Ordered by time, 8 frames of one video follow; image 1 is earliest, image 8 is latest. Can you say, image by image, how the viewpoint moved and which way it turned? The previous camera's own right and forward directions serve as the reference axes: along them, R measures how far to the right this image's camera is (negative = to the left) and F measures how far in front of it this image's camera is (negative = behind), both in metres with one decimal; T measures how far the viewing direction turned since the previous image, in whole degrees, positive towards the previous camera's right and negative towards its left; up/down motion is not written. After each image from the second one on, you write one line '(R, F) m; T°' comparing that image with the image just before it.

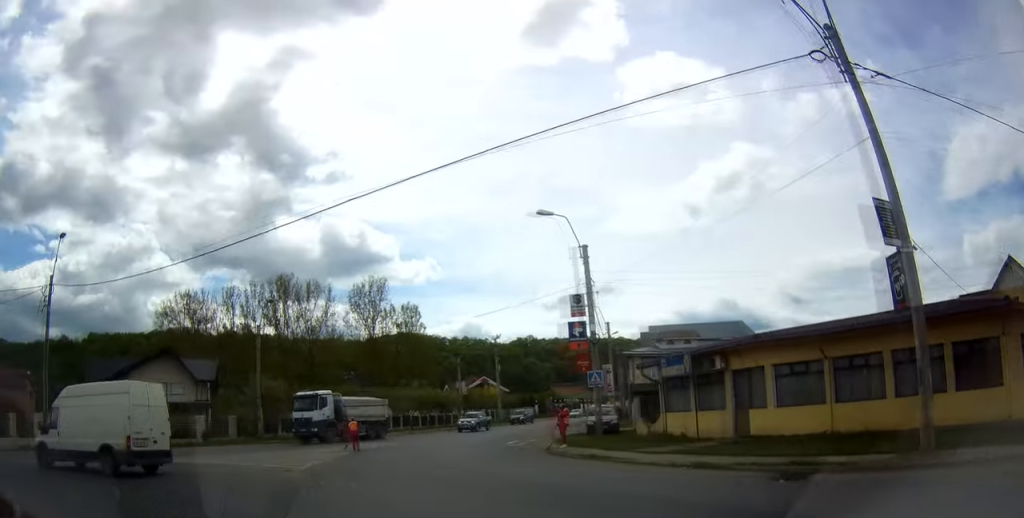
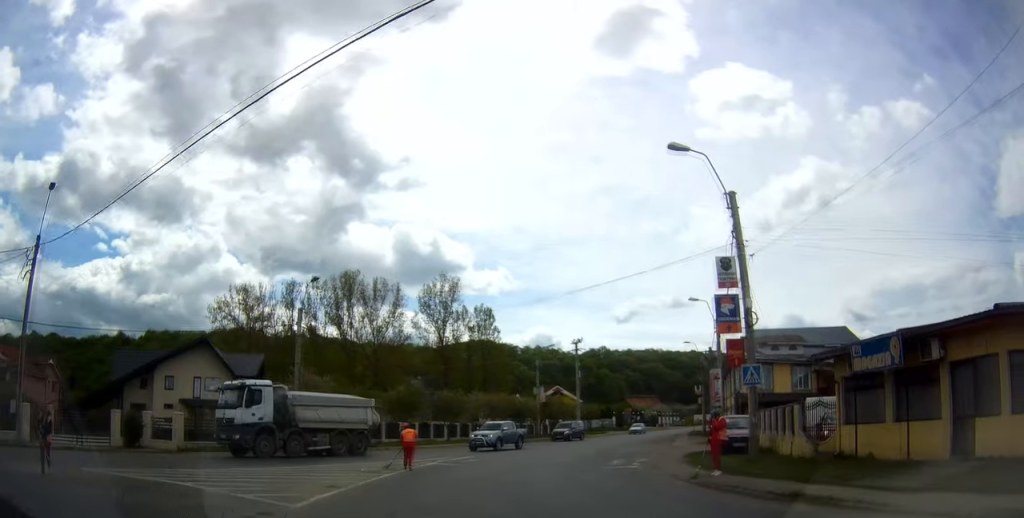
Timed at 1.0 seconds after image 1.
(-0.4, +5.4) m; -11°
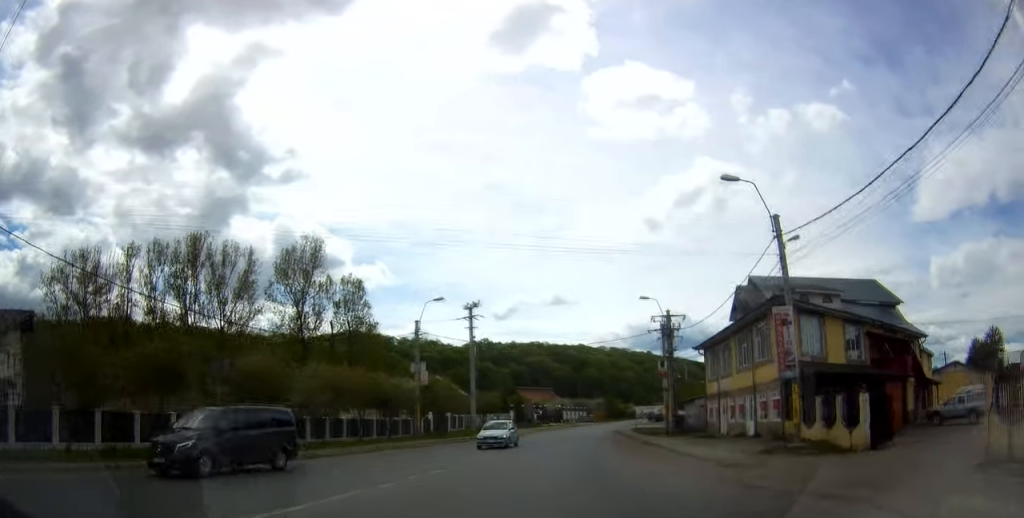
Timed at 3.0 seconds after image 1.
(-4.7, +13.8) m; -29°
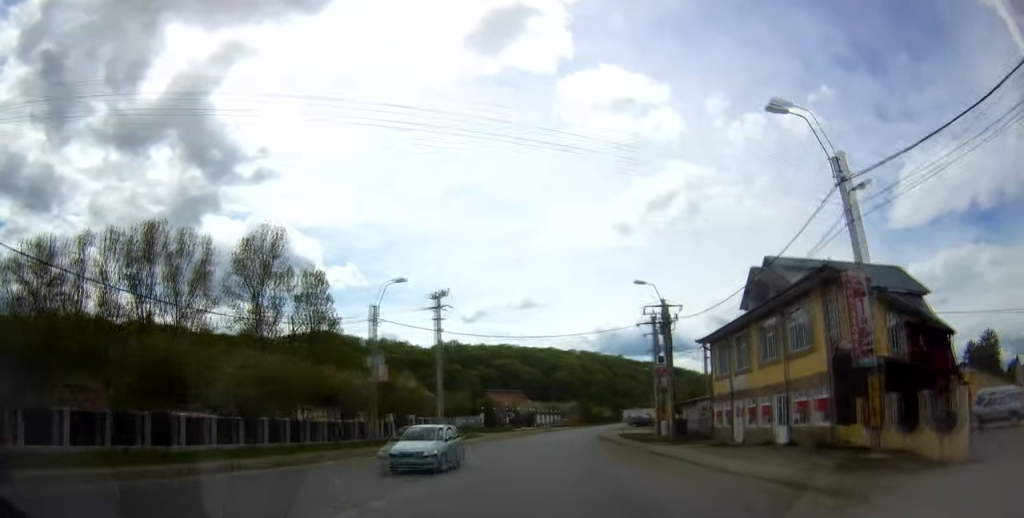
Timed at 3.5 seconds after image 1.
(-0.4, +5.1) m; -2°
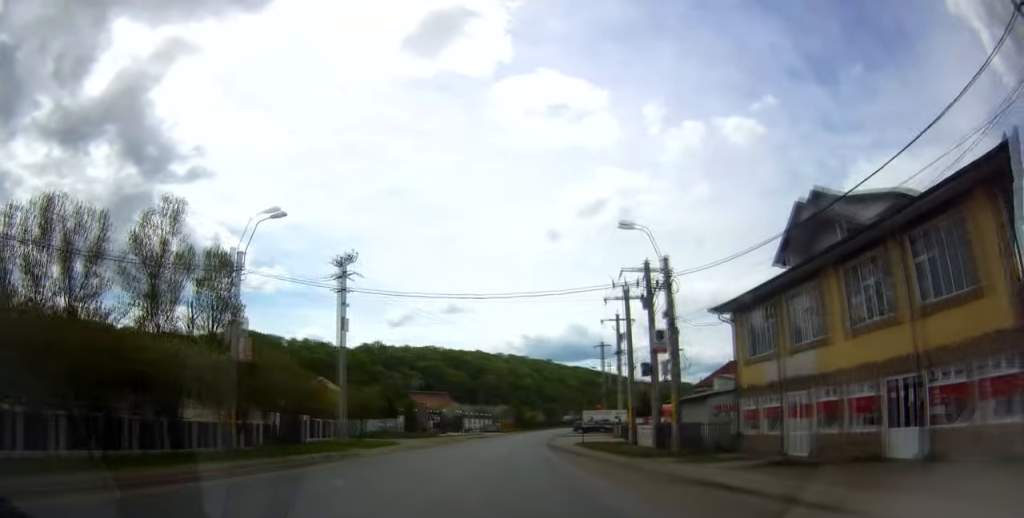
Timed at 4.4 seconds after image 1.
(+0.6, +11.3) m; +2°
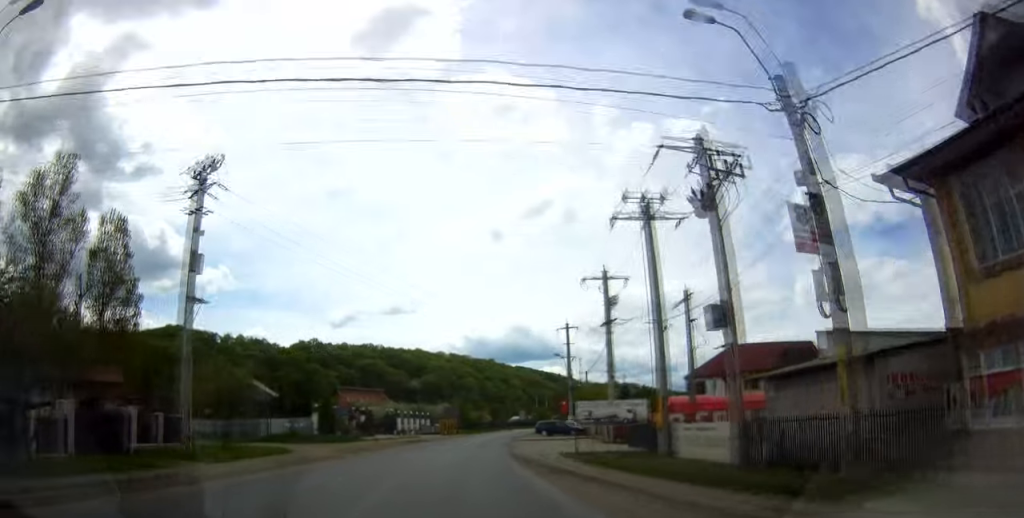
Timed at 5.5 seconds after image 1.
(0.0, +15.0) m; +5°
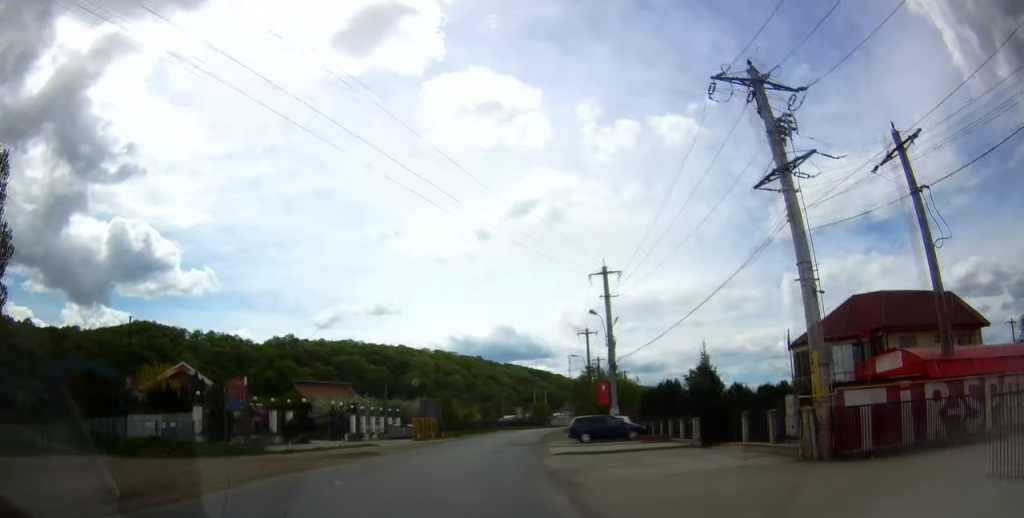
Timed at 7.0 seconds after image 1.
(+2.5, +21.9) m; +10°
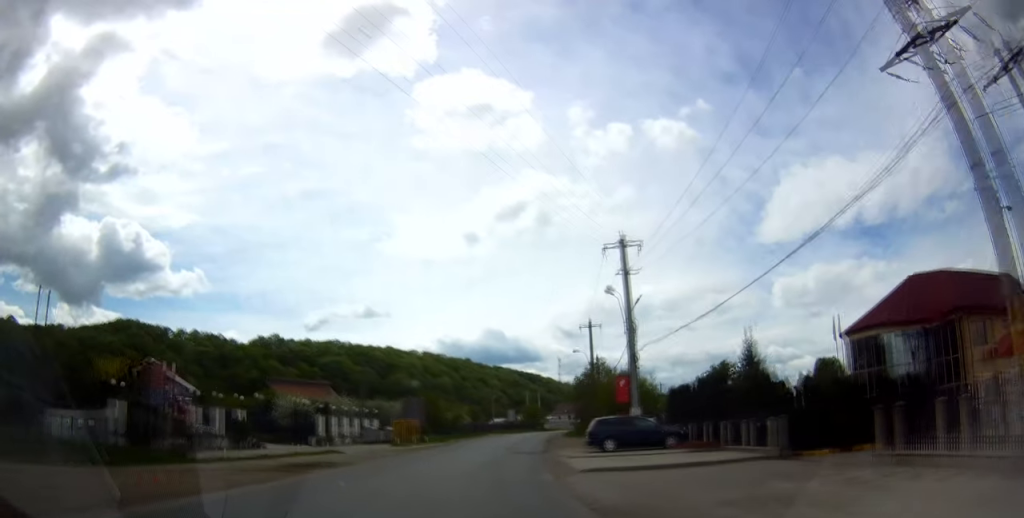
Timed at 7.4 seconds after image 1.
(+0.1, +7.0) m; +2°
